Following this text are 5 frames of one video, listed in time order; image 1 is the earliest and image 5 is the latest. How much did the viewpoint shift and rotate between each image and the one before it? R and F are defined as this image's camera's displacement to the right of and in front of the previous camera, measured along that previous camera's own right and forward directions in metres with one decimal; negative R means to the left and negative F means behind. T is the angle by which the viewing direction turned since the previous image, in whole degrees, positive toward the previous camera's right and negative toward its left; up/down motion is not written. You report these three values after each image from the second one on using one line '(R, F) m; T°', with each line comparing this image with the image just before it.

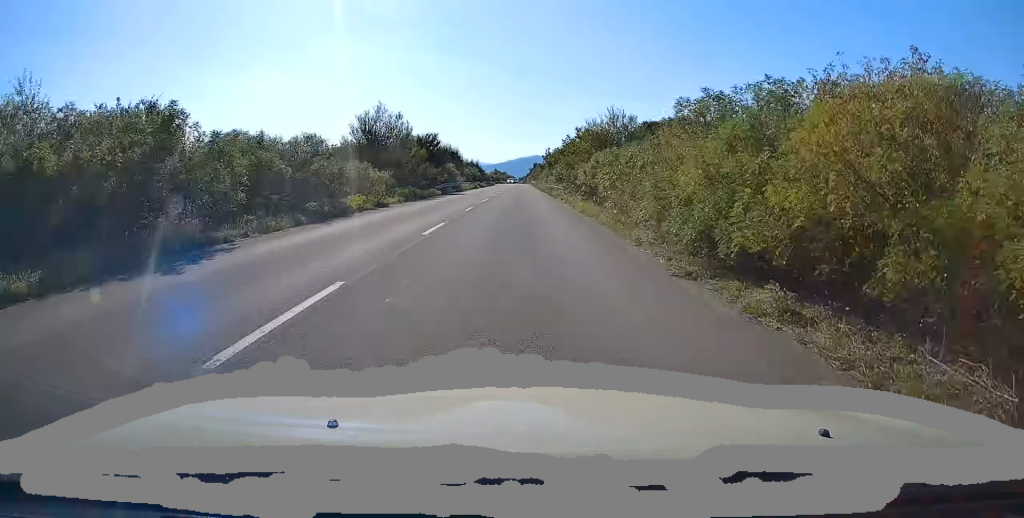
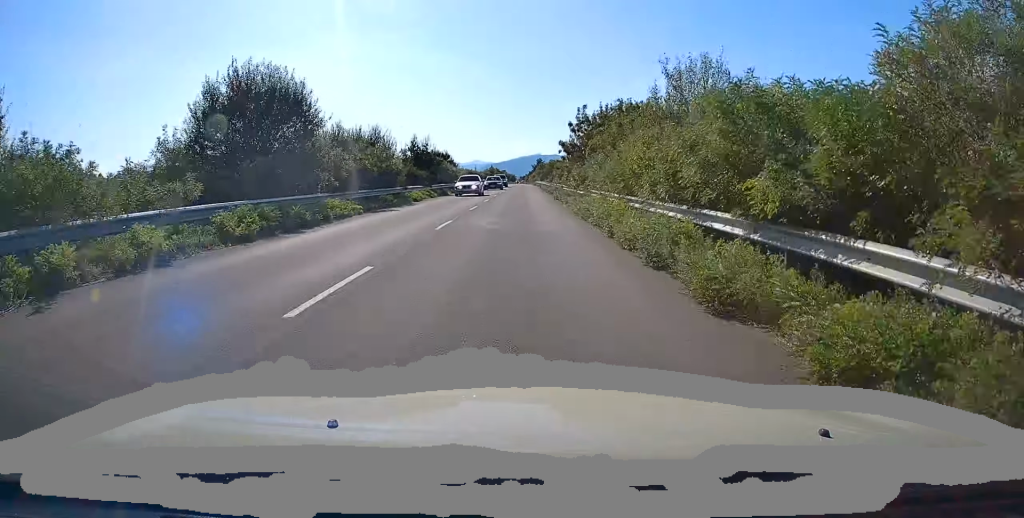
(+0.9, +61.3) m; +1°
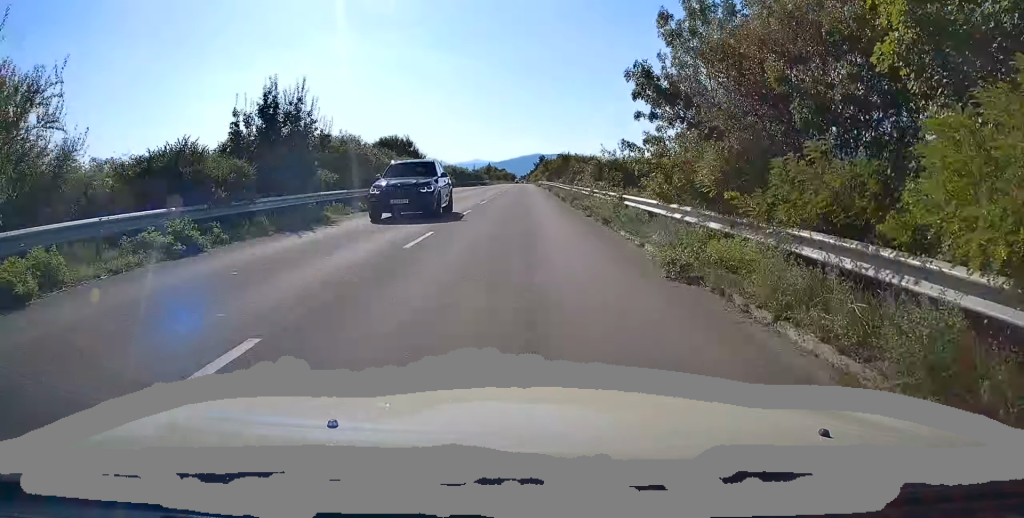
(-0.4, +30.7) m; 0°
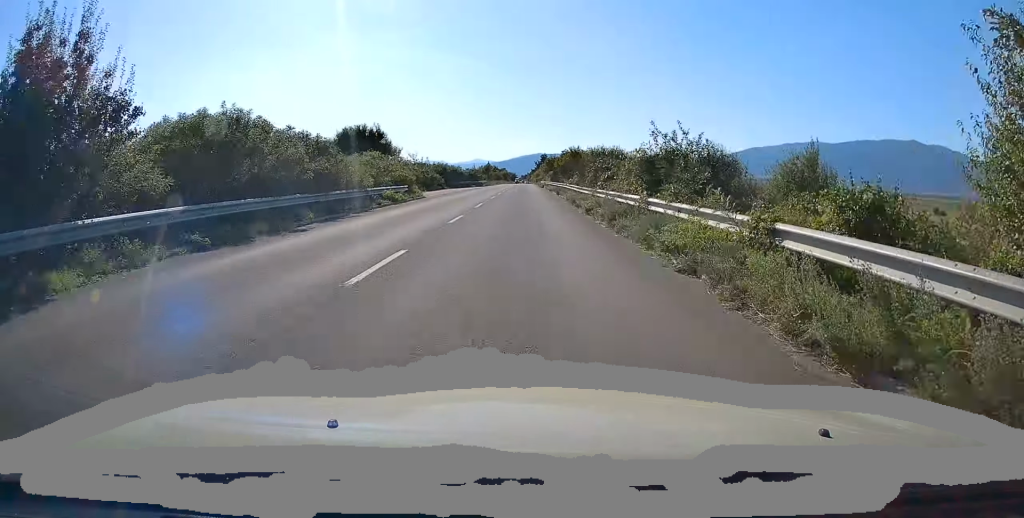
(-0.1, +12.5) m; 0°
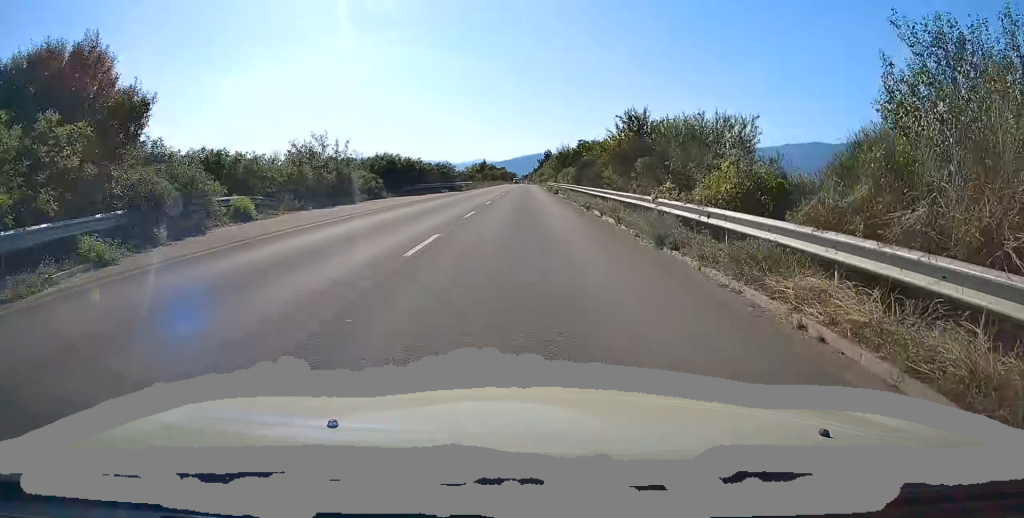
(+0.2, +33.5) m; 0°
